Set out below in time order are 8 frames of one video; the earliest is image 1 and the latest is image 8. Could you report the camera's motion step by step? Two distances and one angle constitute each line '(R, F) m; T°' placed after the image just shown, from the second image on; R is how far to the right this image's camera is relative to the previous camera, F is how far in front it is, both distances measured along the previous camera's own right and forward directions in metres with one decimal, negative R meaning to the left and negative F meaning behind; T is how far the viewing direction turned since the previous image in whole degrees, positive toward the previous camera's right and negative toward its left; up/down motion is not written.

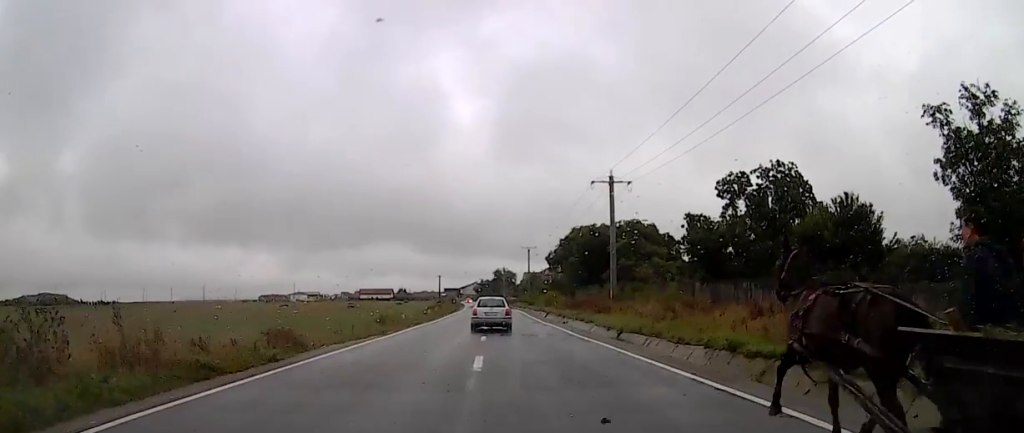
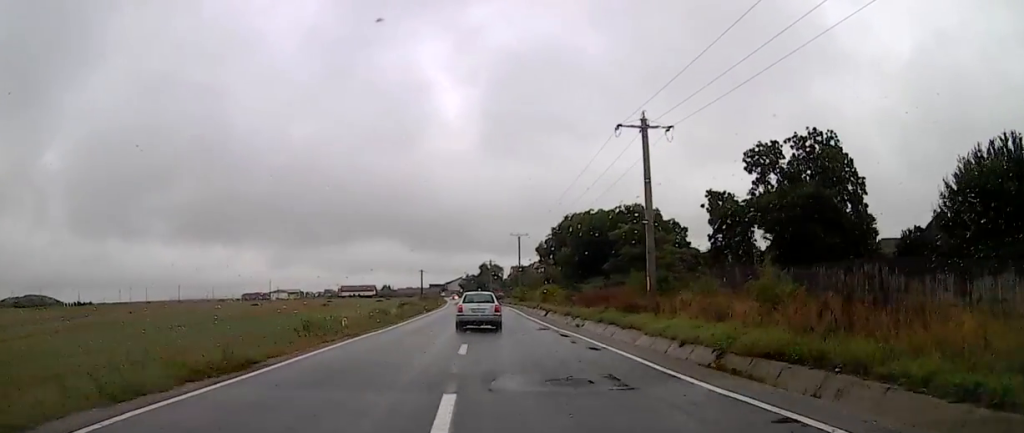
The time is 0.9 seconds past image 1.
(+1.0, +15.0) m; +4°
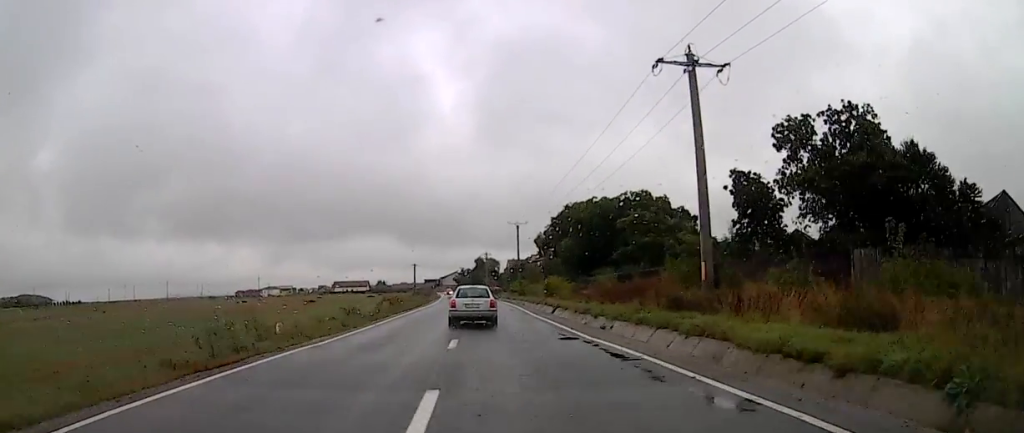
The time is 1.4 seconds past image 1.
(0.0, +8.9) m; 0°
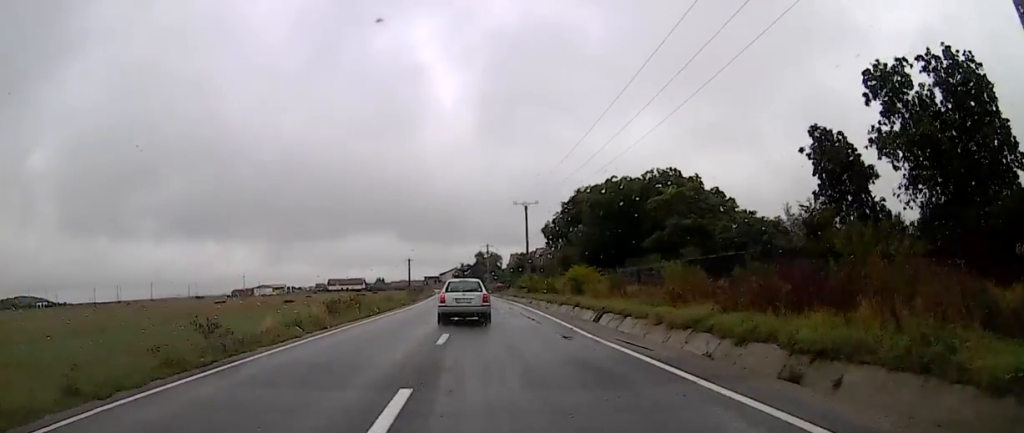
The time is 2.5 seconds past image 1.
(0.0, +17.5) m; 0°
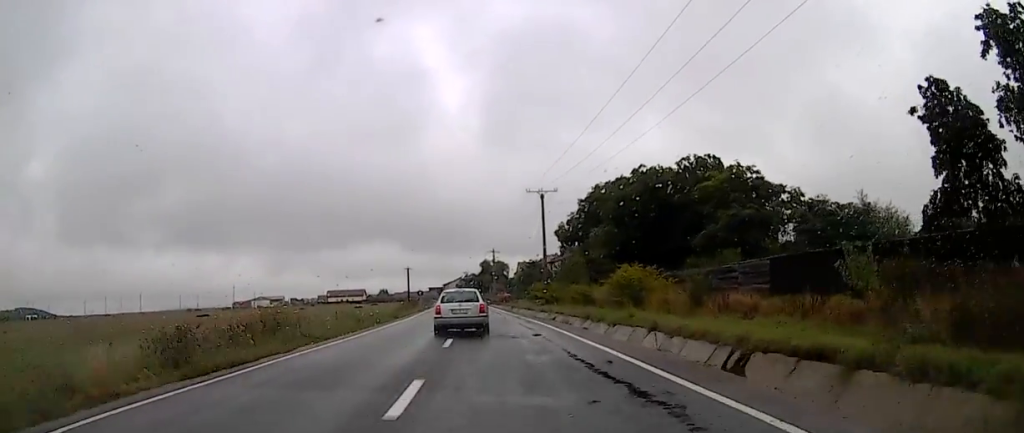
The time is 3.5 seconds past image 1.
(+0.1, +15.9) m; 0°
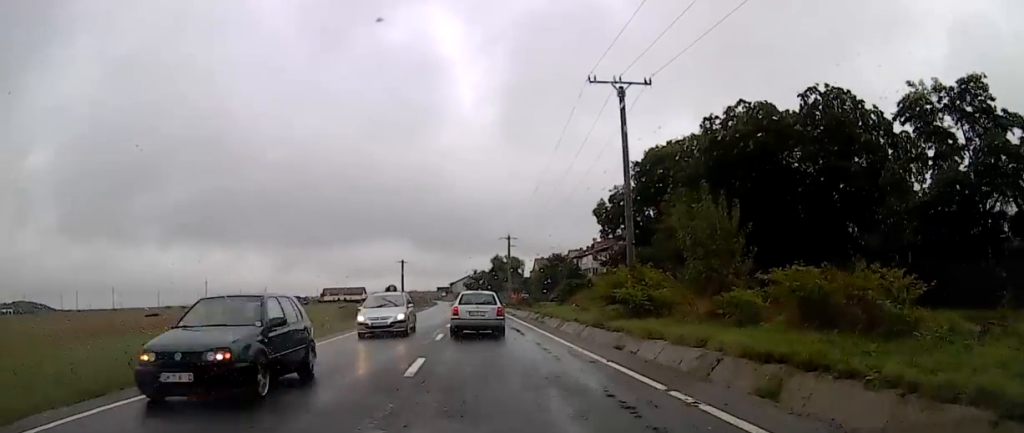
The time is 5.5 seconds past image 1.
(+0.1, +31.5) m; 0°
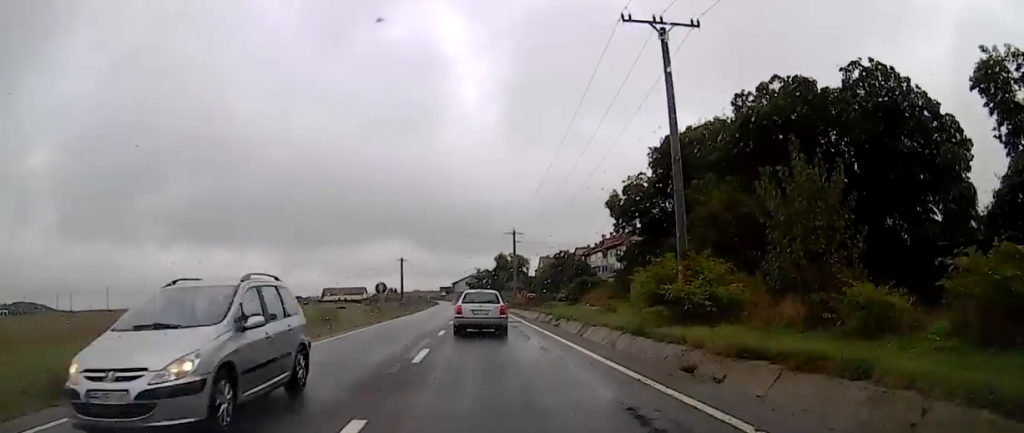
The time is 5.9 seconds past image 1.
(0.0, +6.7) m; -1°
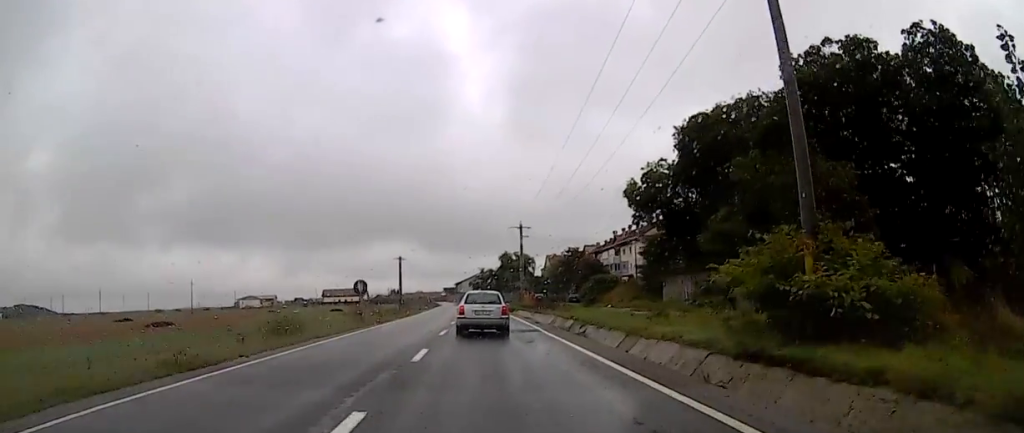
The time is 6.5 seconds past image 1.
(+0.1, +8.2) m; -1°
